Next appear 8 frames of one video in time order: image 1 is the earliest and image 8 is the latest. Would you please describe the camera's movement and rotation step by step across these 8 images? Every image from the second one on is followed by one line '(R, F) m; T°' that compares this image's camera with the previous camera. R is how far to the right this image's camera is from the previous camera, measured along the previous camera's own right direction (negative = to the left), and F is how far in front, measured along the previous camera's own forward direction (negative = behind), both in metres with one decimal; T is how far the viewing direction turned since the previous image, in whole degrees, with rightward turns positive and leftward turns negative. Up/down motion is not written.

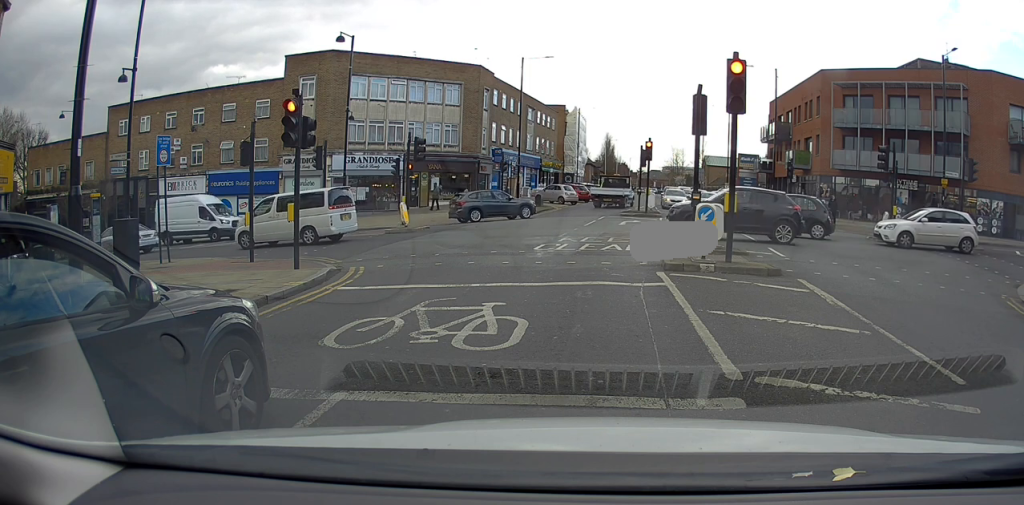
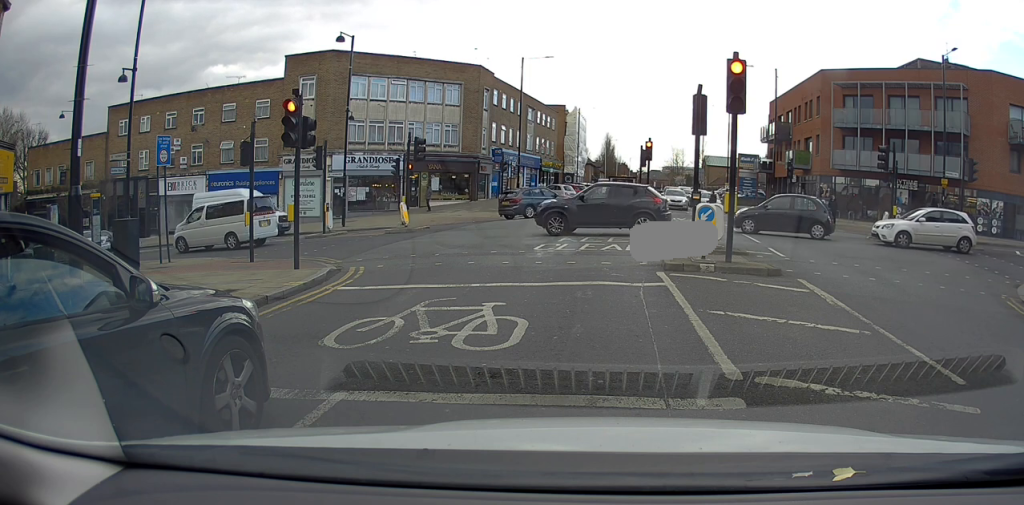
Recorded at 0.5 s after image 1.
(0.0, 0.0) m; 0°
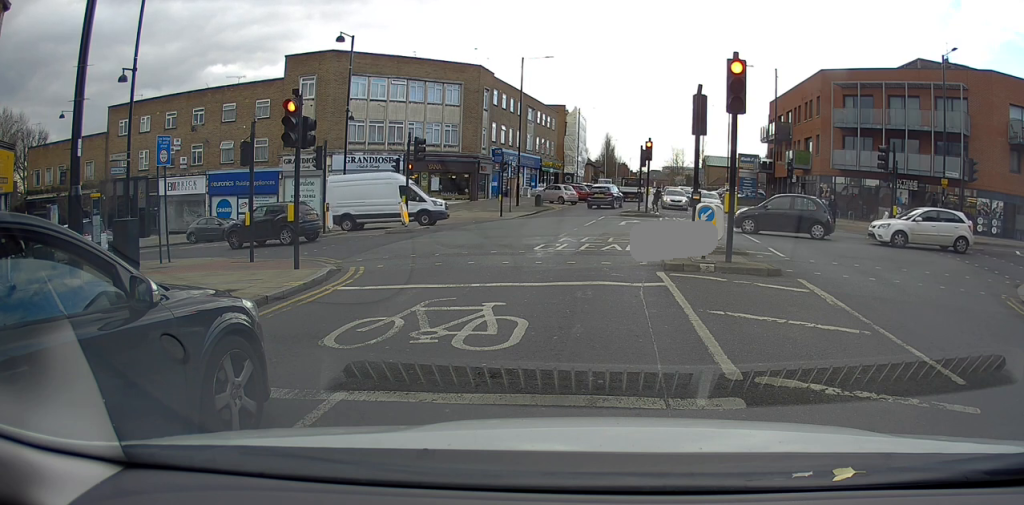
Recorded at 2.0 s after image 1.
(0.0, 0.0) m; 0°
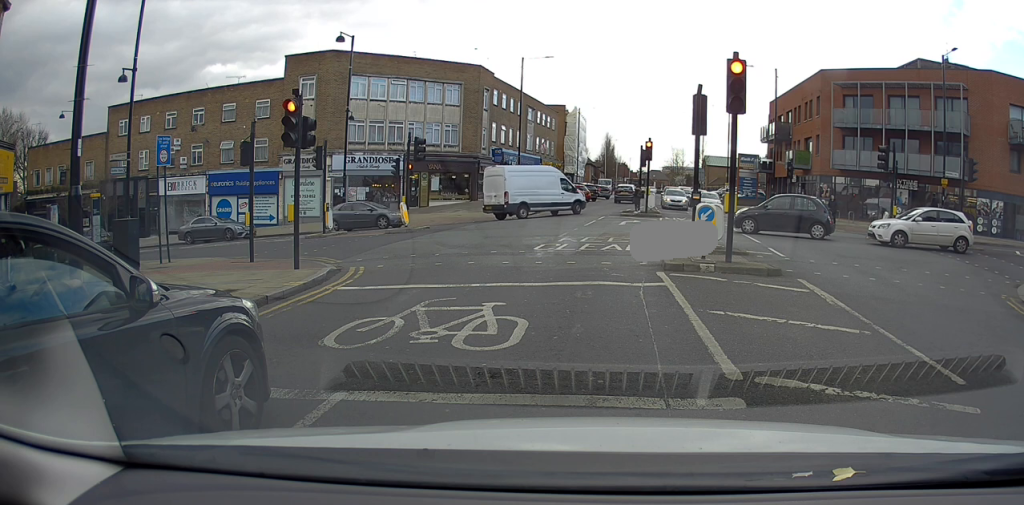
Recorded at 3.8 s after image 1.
(0.0, 0.0) m; 0°
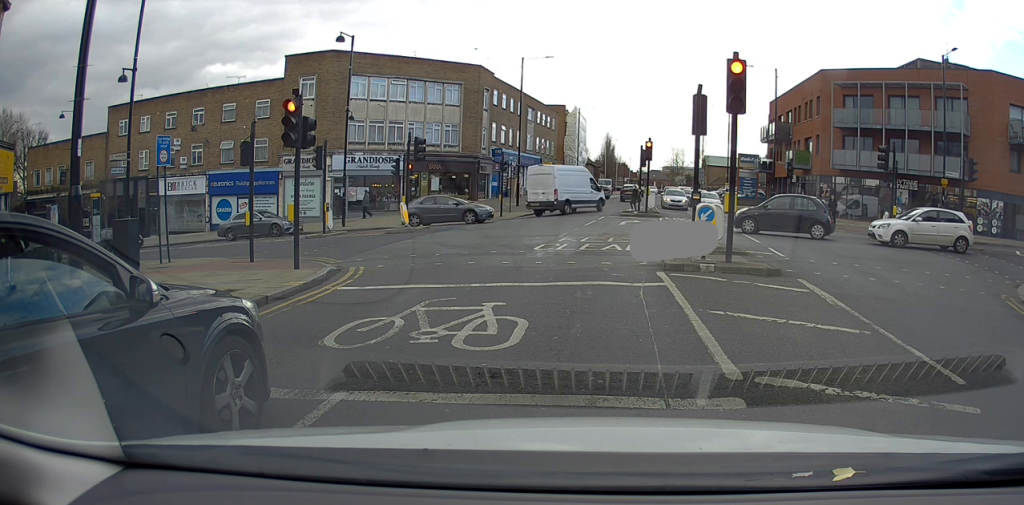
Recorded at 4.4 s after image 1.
(0.0, 0.0) m; 0°
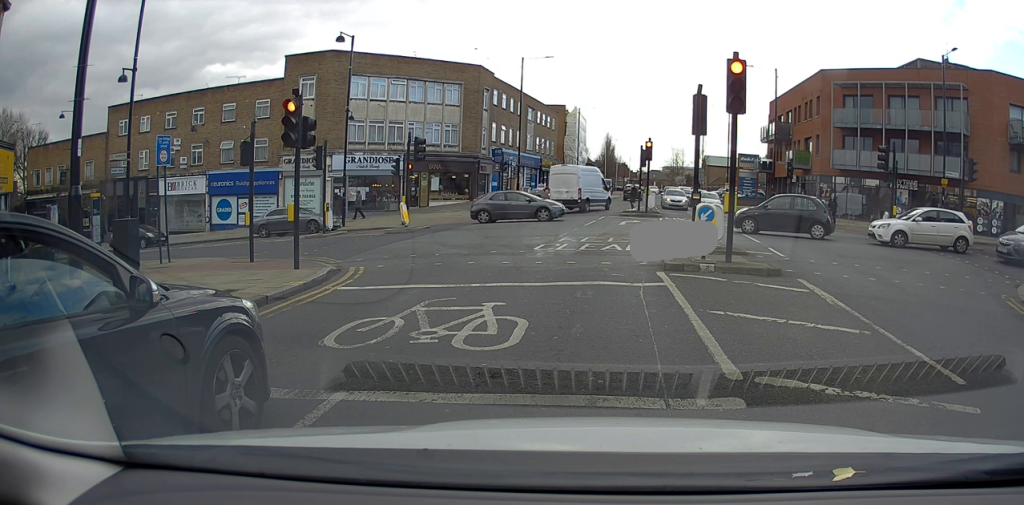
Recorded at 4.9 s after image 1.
(0.0, 0.0) m; 0°
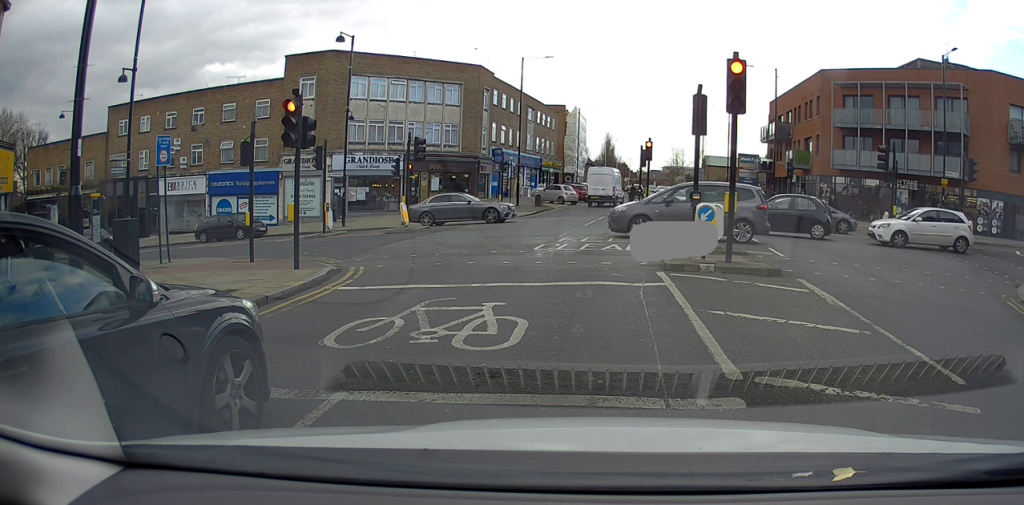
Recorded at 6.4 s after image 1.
(0.0, 0.0) m; 0°
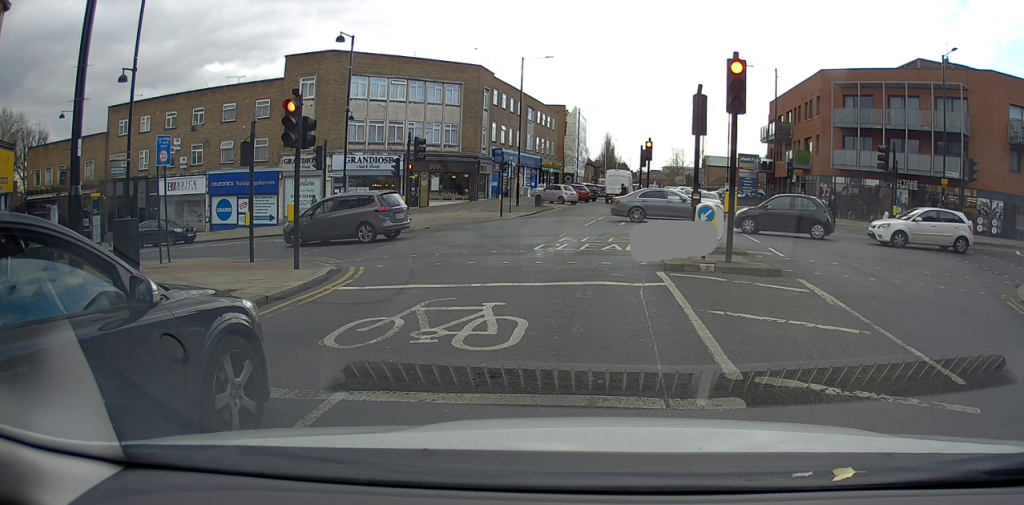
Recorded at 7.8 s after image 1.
(0.0, 0.0) m; 0°
